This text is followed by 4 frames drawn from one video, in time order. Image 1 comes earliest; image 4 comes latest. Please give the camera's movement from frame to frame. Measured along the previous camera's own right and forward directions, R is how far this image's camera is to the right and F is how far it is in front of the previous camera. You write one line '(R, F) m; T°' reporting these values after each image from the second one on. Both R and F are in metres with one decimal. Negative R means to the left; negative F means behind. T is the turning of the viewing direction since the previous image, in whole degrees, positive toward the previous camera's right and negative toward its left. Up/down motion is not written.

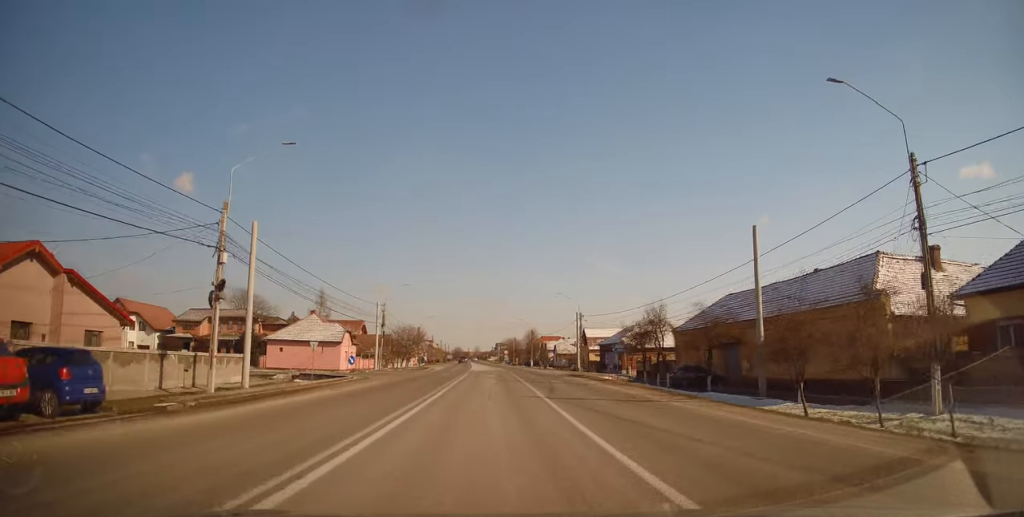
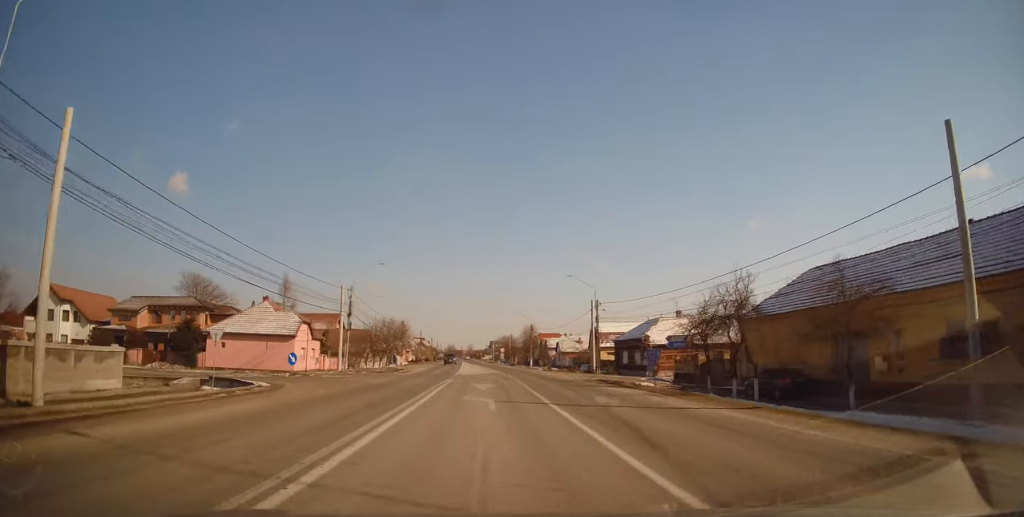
(+0.1, +13.2) m; 0°
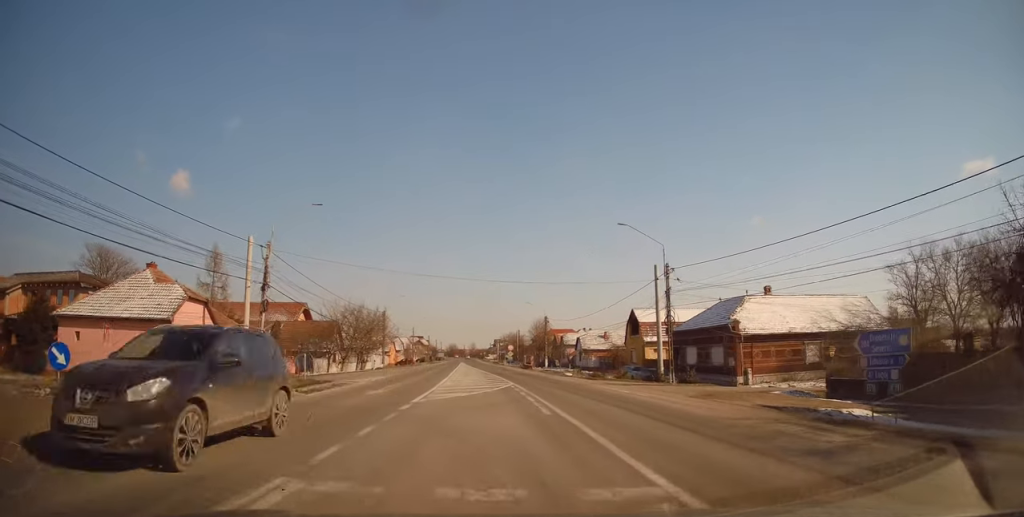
(+0.4, +21.6) m; -1°
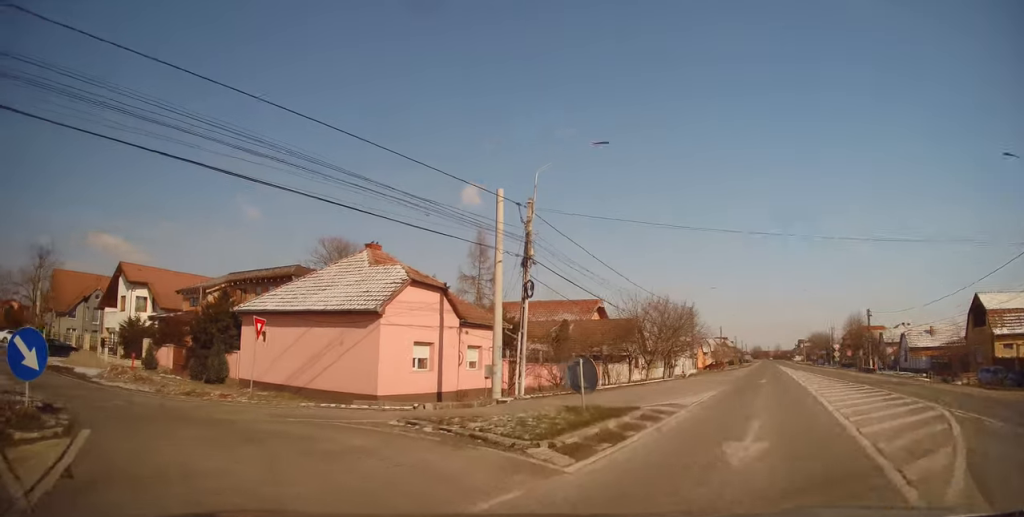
(-2.9, +11.4) m; -37°
